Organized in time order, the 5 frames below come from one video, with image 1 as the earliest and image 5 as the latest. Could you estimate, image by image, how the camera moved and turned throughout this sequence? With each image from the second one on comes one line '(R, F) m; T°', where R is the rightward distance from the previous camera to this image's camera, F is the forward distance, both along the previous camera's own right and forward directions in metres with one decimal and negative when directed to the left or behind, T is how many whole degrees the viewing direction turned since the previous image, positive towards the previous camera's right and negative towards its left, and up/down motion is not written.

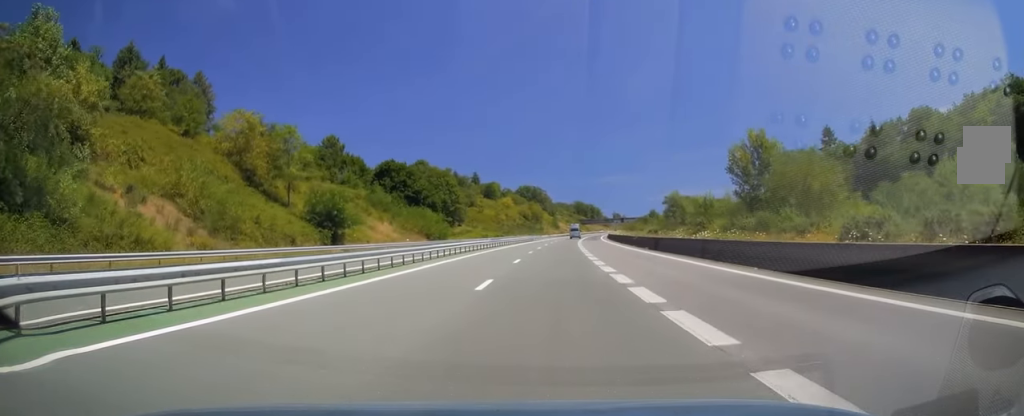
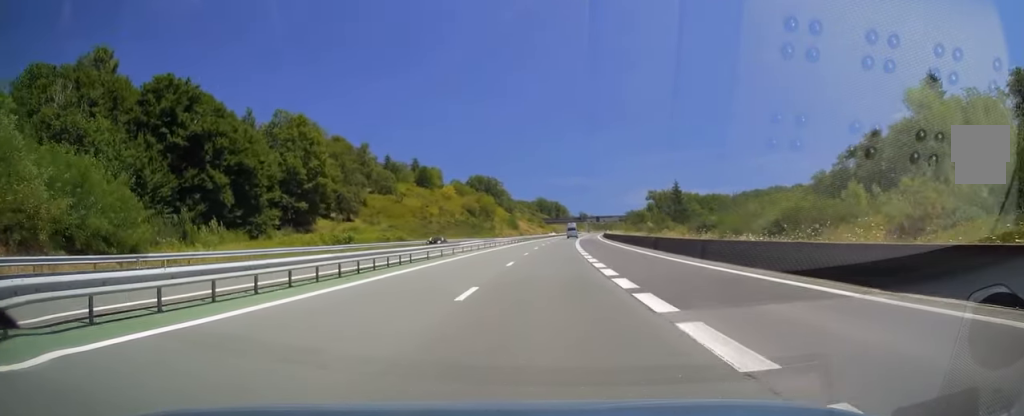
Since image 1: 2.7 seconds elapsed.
(+2.6, +79.6) m; +4°
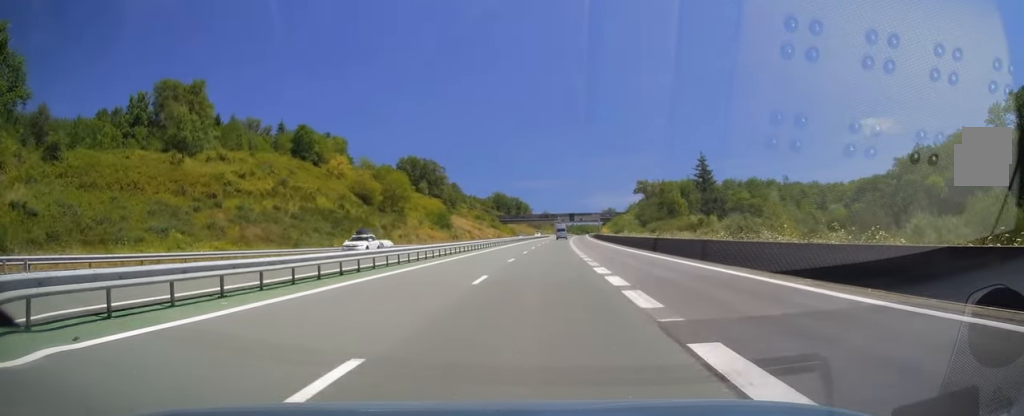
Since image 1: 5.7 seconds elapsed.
(+3.3, +86.4) m; +4°
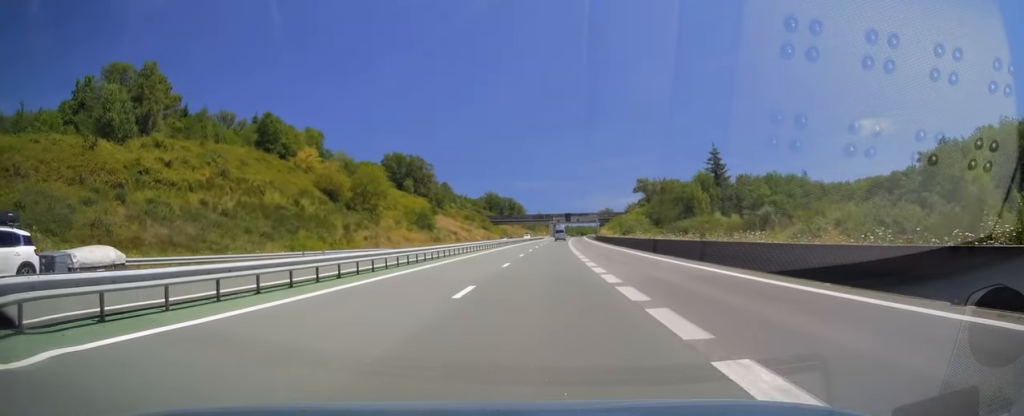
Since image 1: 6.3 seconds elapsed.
(0.0, +16.1) m; 0°
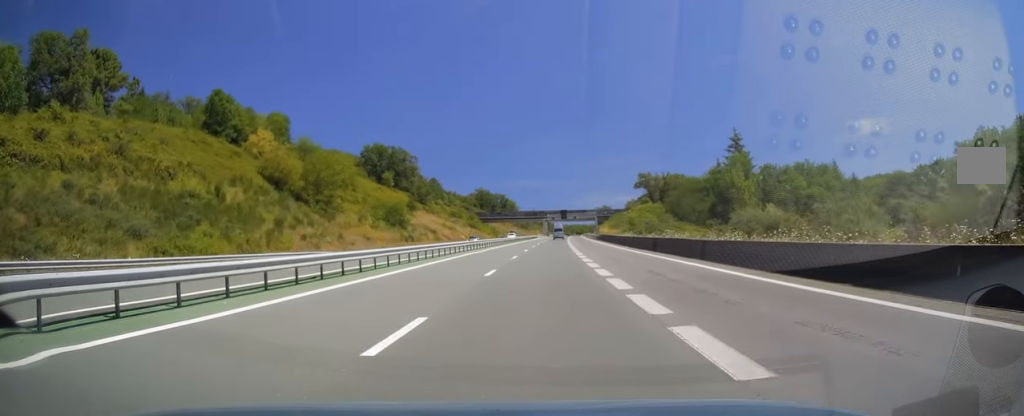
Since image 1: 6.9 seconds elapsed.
(+0.1, +19.4) m; +1°
